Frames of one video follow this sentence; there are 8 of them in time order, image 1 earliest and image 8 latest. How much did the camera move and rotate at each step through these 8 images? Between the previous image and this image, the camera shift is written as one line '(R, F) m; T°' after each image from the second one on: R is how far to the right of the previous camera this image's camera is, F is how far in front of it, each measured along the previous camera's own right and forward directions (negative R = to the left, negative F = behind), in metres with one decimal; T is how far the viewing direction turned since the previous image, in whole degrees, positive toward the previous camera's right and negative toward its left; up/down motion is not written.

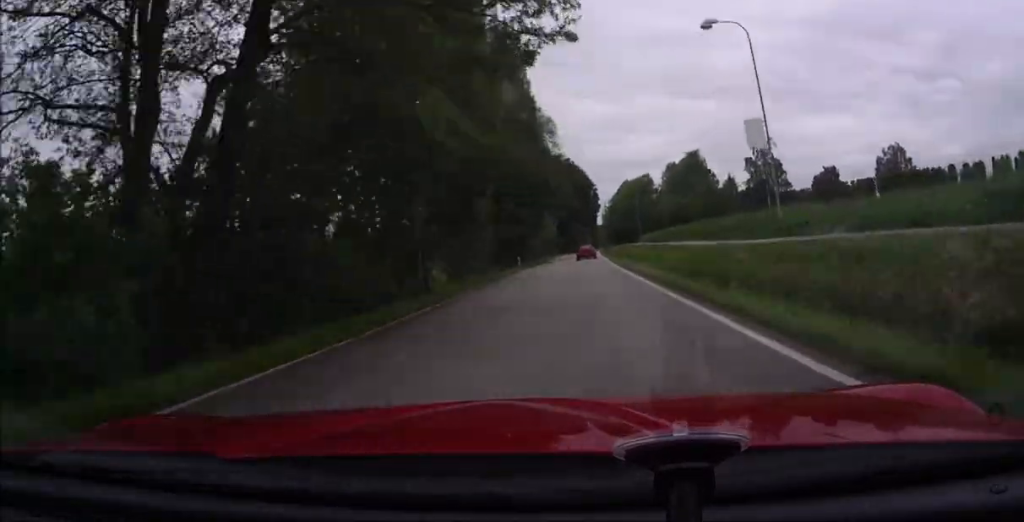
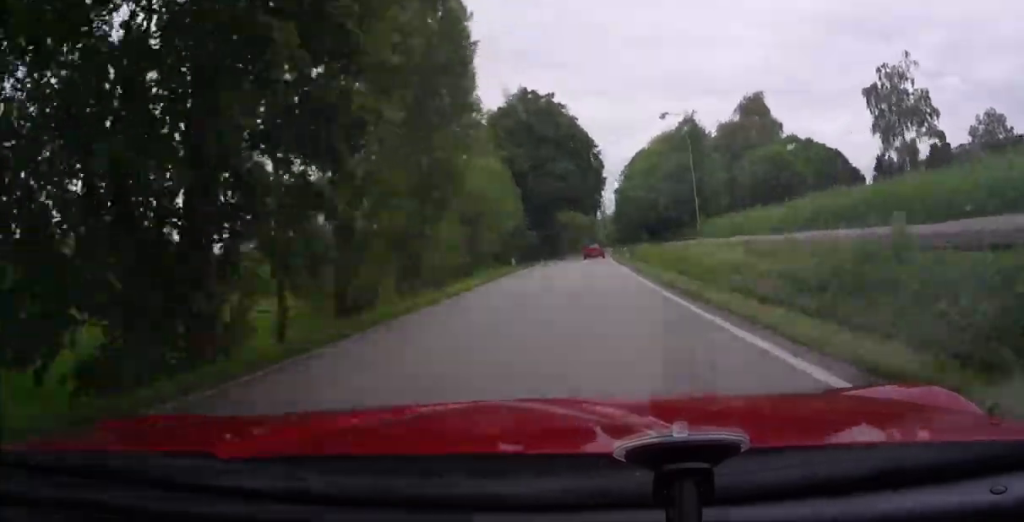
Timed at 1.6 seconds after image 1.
(0.0, +52.1) m; 0°
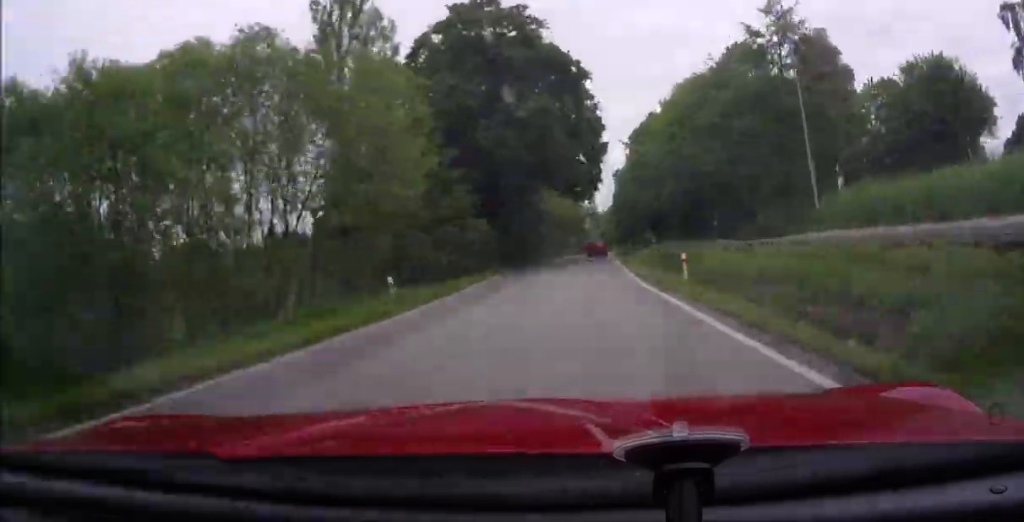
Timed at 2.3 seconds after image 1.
(0.0, +26.6) m; 0°
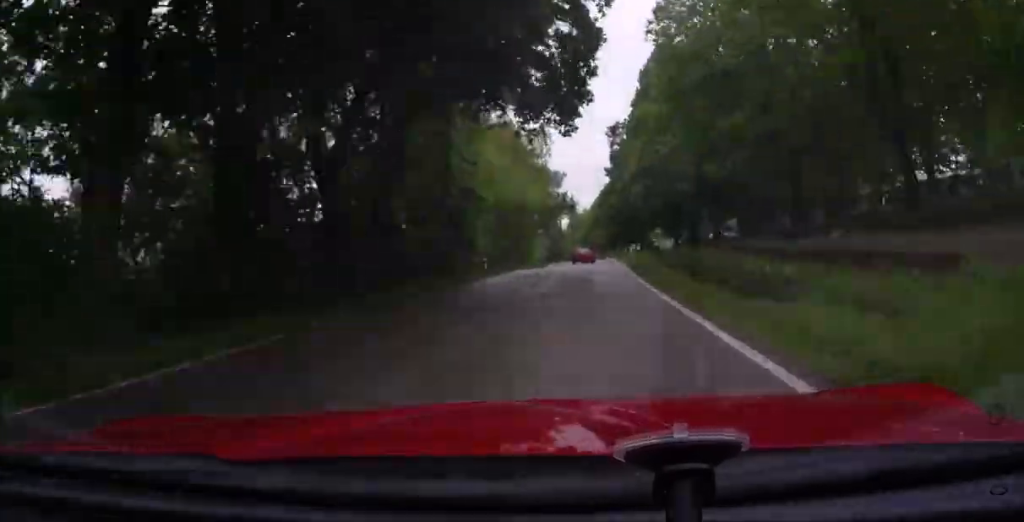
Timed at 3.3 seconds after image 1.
(+0.2, +32.9) m; 0°
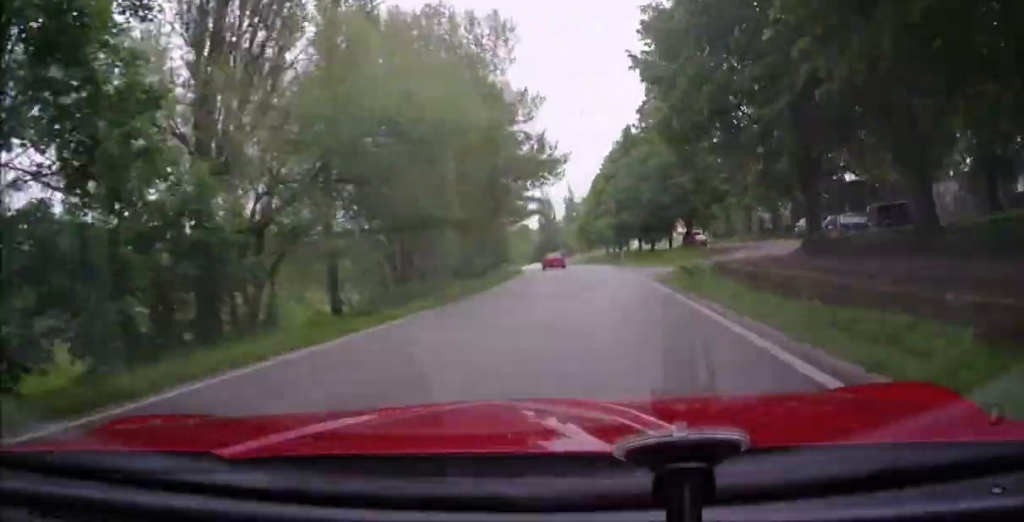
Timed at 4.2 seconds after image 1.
(+0.2, +34.6) m; 0°
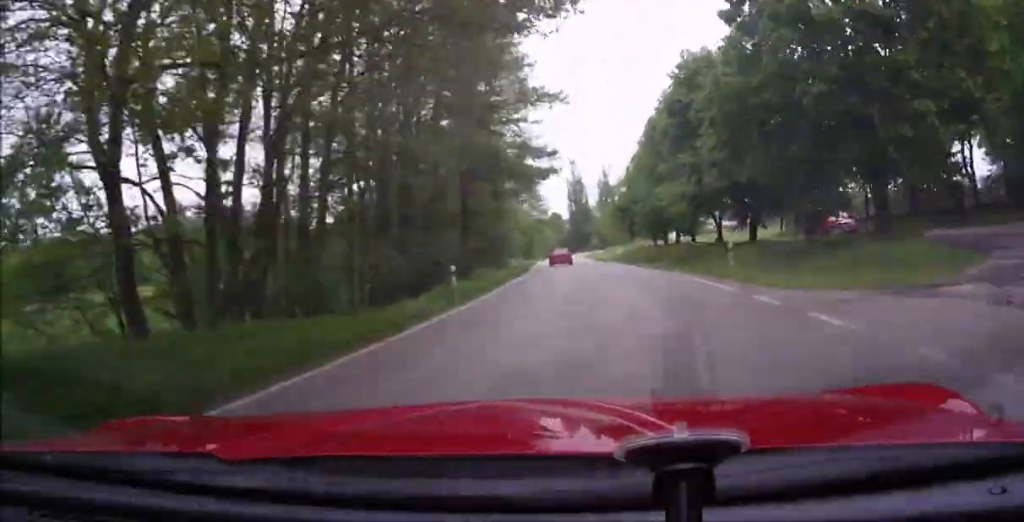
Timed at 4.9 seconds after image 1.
(0.0, +25.2) m; 0°
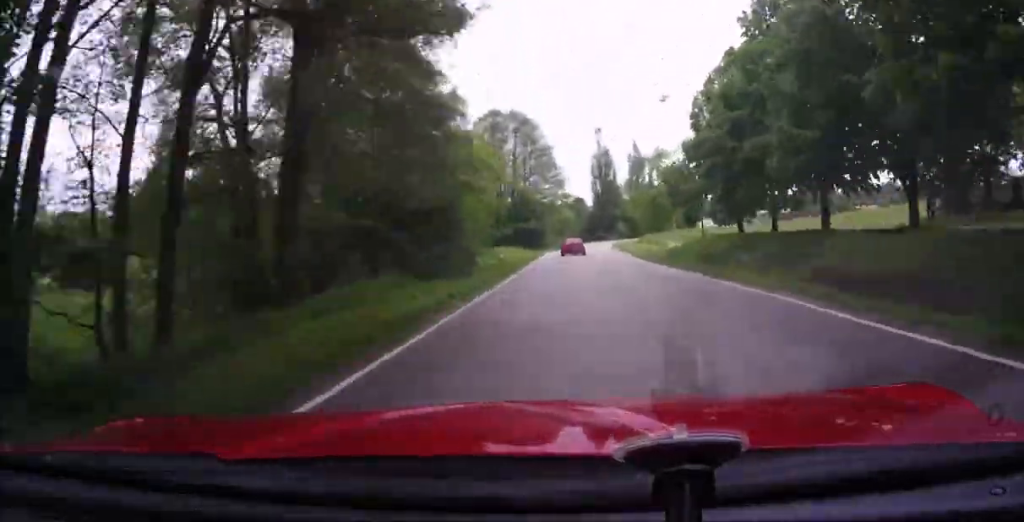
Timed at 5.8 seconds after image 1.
(0.0, +30.3) m; 0°
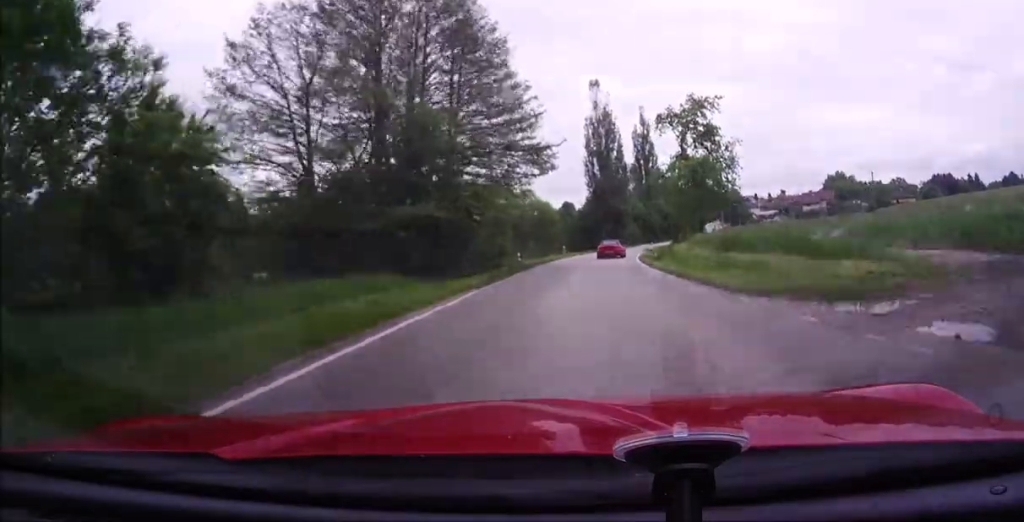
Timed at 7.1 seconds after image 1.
(0.0, +46.3) m; +1°
